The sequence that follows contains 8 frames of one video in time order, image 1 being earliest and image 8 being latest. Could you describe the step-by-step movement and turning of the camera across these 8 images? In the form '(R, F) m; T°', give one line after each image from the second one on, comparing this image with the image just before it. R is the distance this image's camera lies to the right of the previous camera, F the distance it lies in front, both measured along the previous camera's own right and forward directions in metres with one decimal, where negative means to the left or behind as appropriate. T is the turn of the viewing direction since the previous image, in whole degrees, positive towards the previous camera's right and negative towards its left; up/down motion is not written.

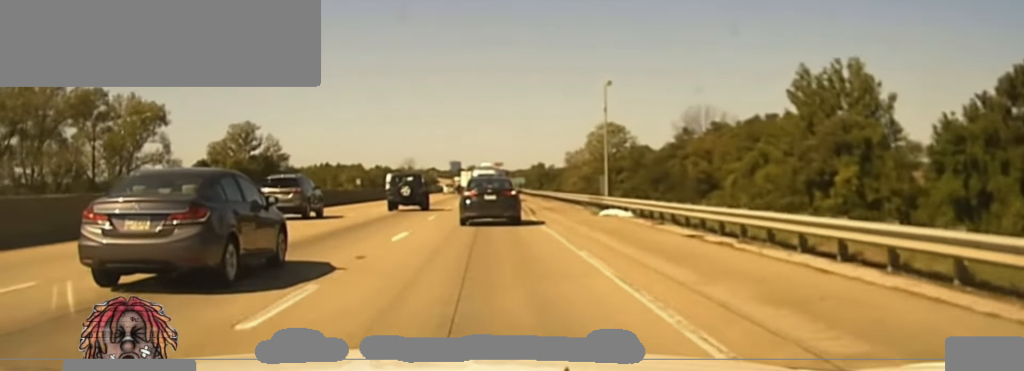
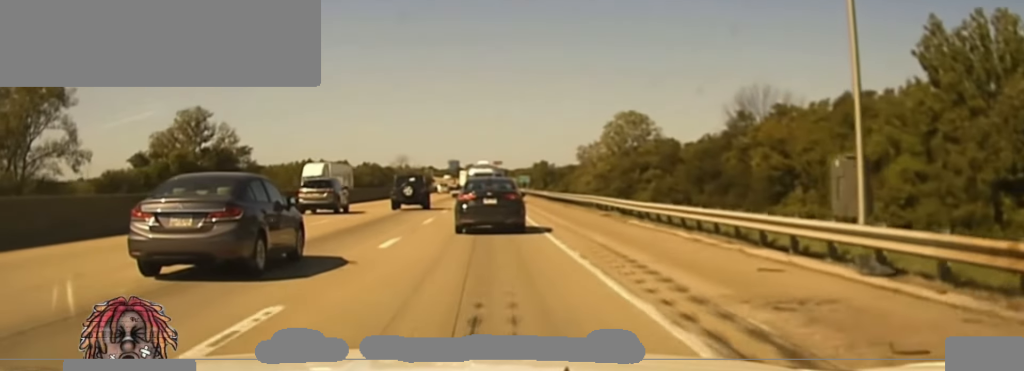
(+0.2, +36.3) m; 0°
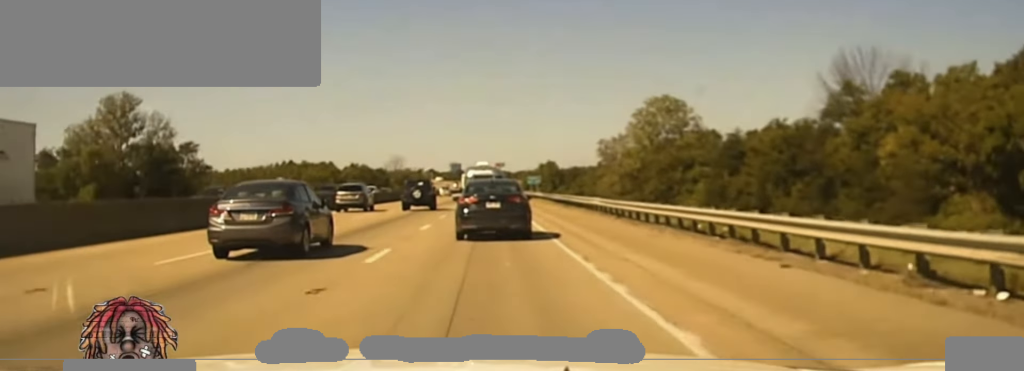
(-0.4, +37.4) m; -1°
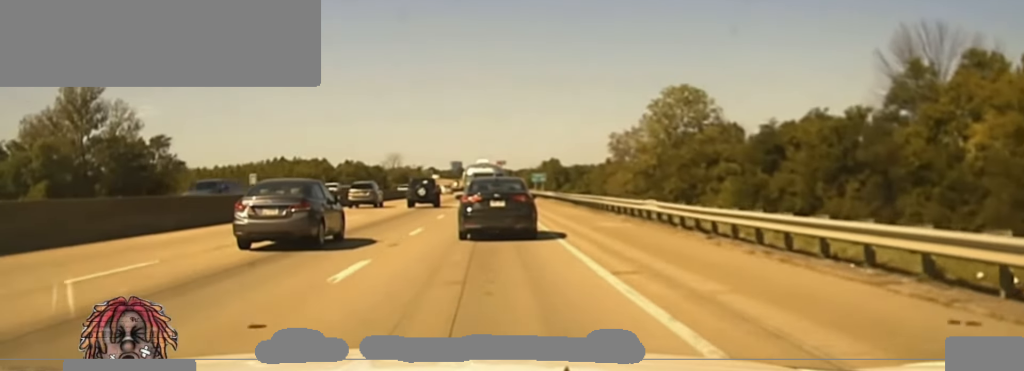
(0.0, +15.2) m; 0°
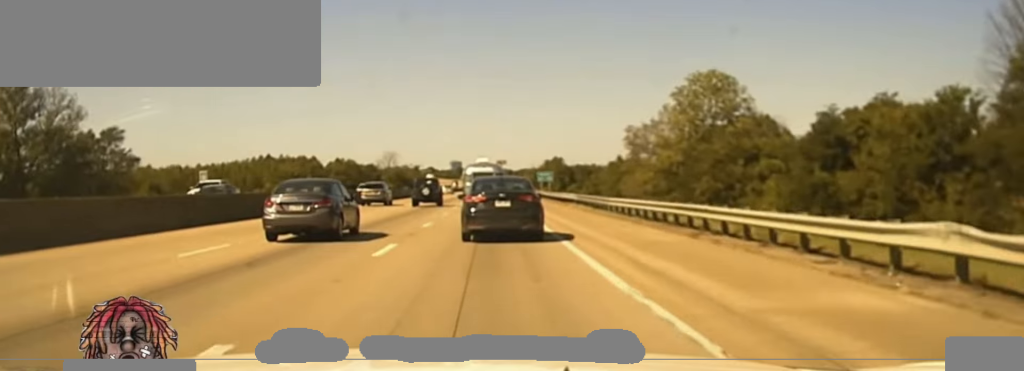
(0.0, +19.3) m; 0°
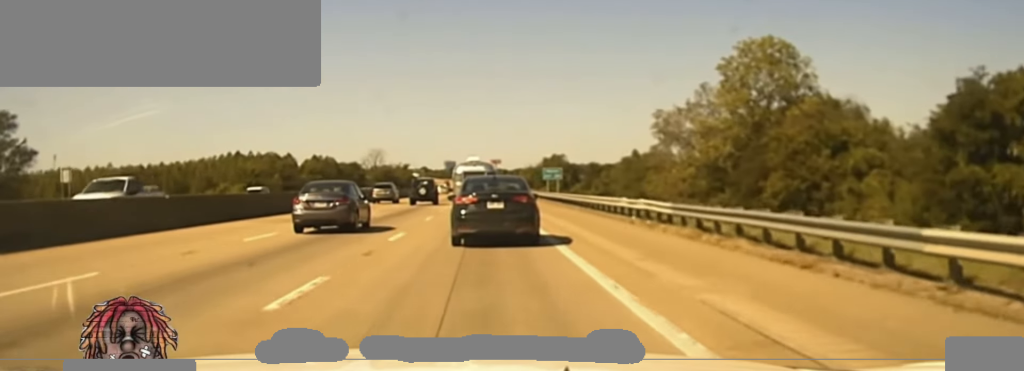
(+0.1, +29.1) m; 0°
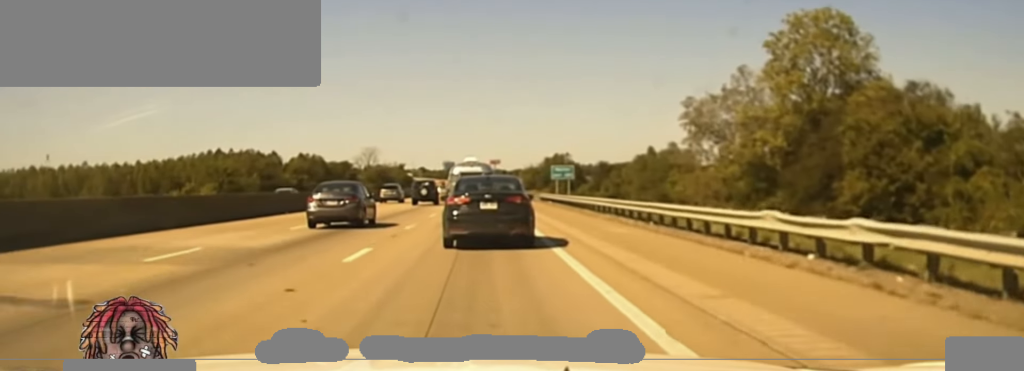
(0.0, +18.5) m; 0°
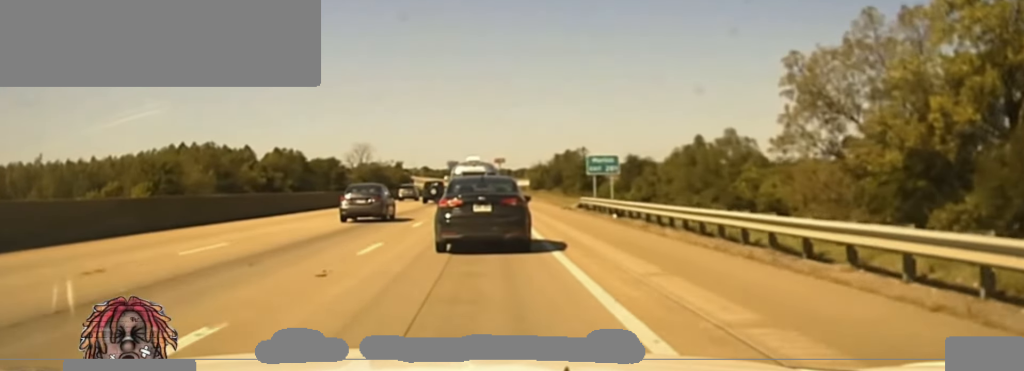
(0.0, +34.6) m; 0°
